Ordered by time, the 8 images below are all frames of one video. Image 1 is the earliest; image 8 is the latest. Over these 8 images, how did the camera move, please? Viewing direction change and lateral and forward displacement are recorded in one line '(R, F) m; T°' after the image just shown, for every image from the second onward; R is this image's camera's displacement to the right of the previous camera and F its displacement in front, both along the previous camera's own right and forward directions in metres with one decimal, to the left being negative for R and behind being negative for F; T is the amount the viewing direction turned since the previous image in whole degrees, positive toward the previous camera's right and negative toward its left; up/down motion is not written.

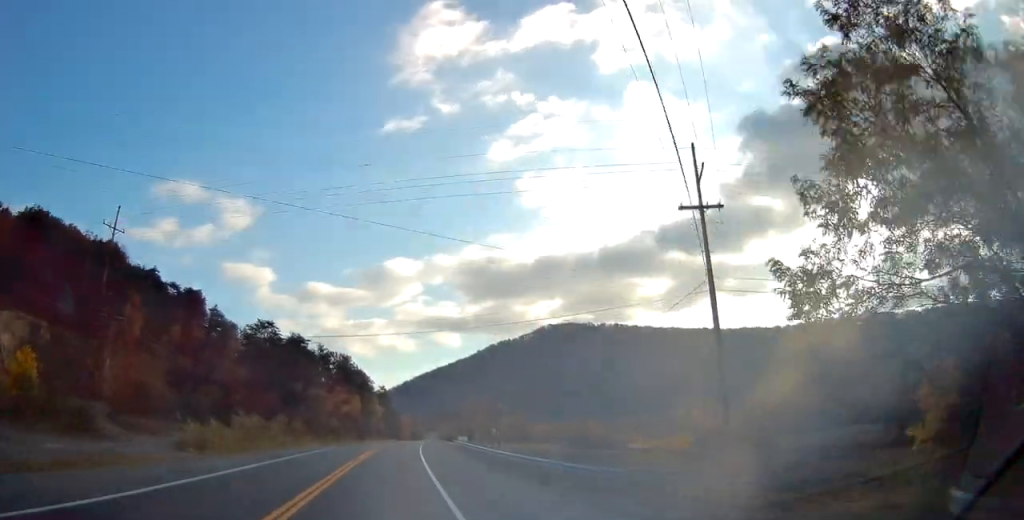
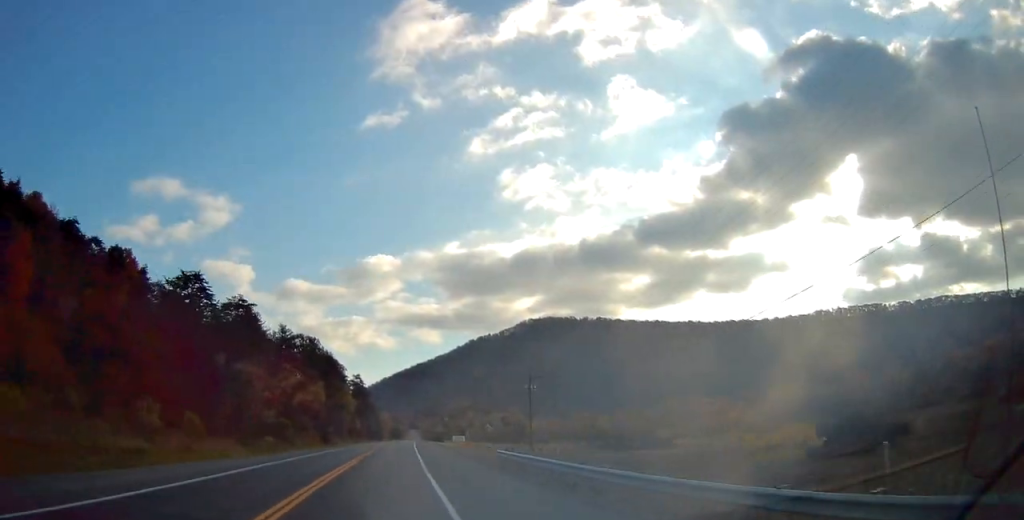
(+0.5, +33.6) m; +2°
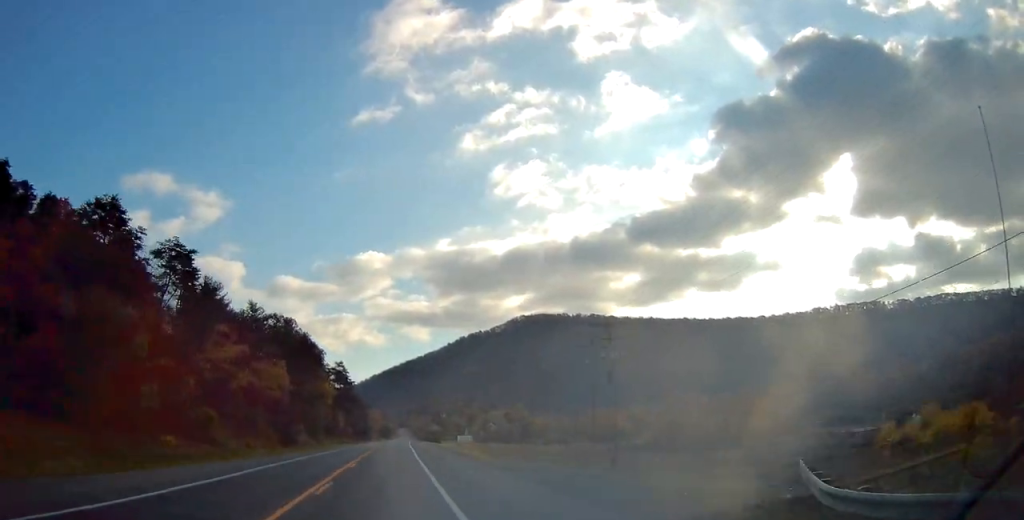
(+0.5, +25.2) m; +1°
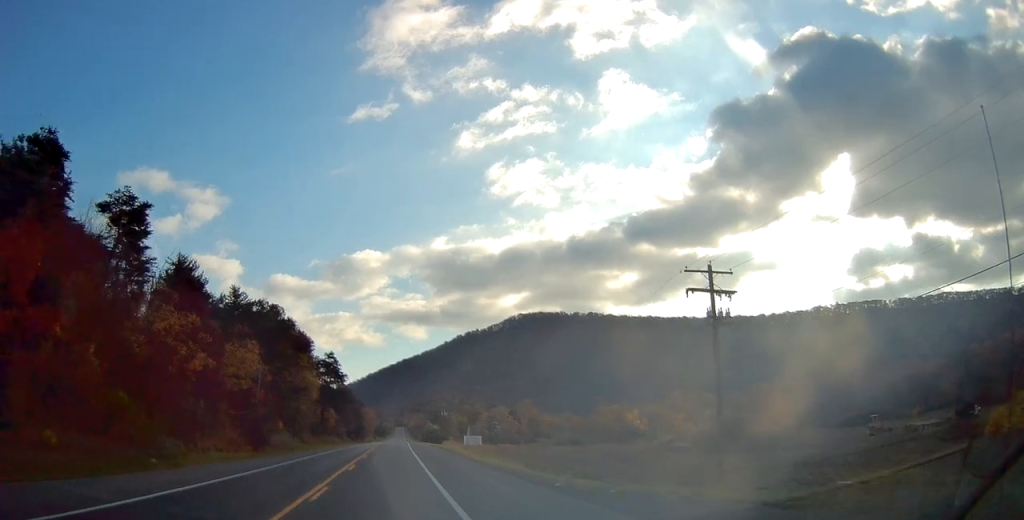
(0.0, +13.5) m; 0°
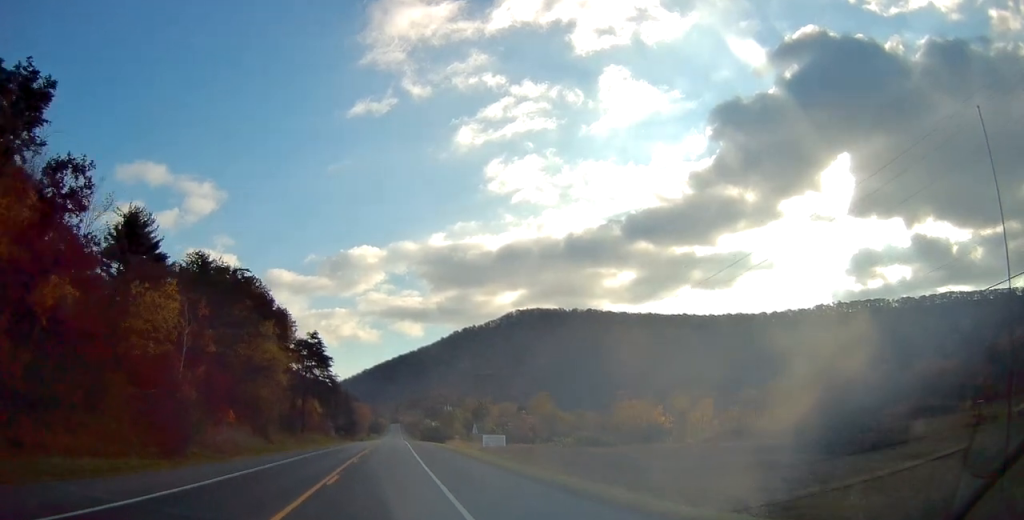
(0.0, +20.2) m; 0°
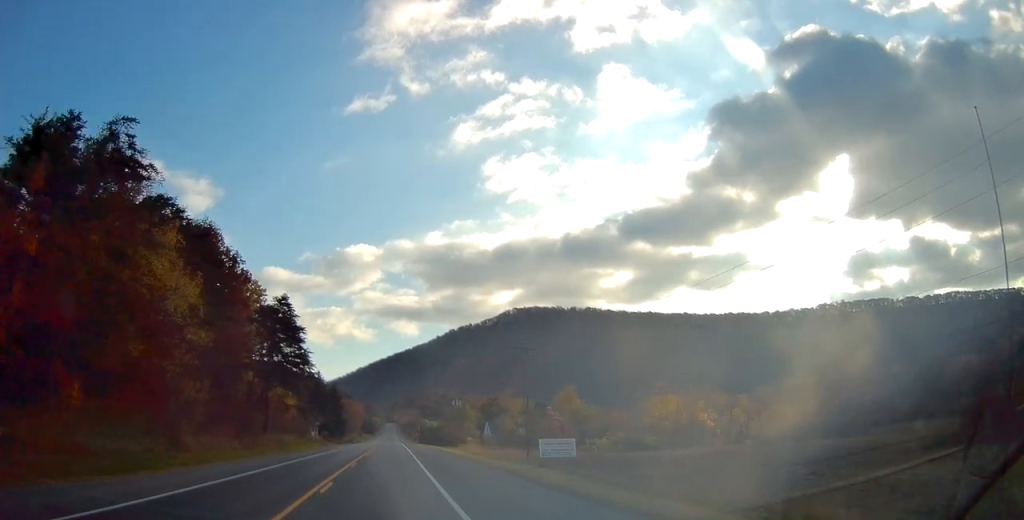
(+0.2, +25.3) m; +1°
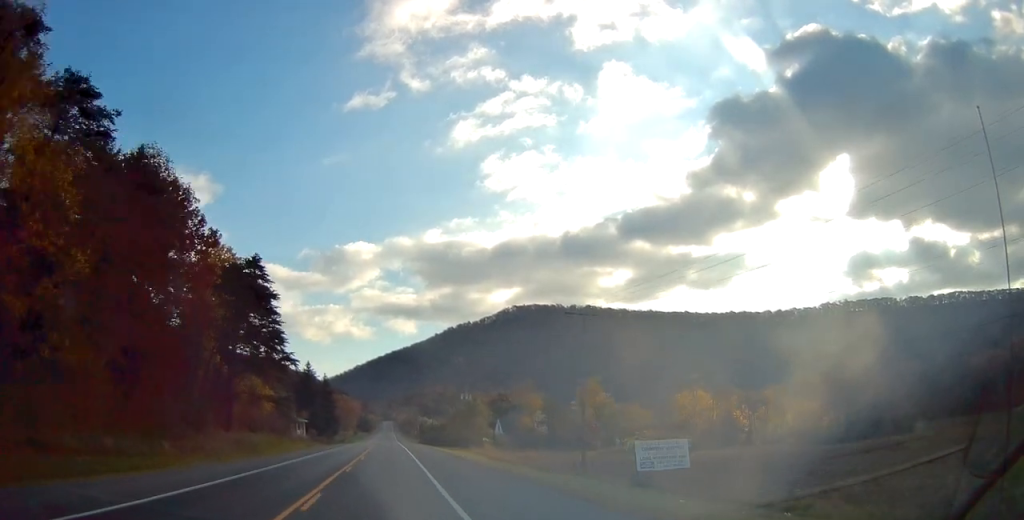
(0.0, +15.2) m; 0°
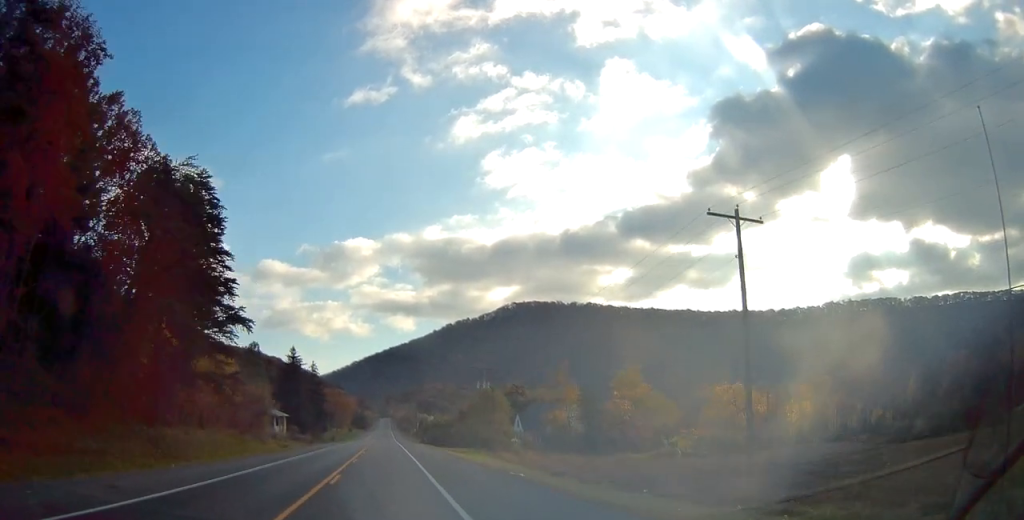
(+0.1, +17.9) m; 0°
